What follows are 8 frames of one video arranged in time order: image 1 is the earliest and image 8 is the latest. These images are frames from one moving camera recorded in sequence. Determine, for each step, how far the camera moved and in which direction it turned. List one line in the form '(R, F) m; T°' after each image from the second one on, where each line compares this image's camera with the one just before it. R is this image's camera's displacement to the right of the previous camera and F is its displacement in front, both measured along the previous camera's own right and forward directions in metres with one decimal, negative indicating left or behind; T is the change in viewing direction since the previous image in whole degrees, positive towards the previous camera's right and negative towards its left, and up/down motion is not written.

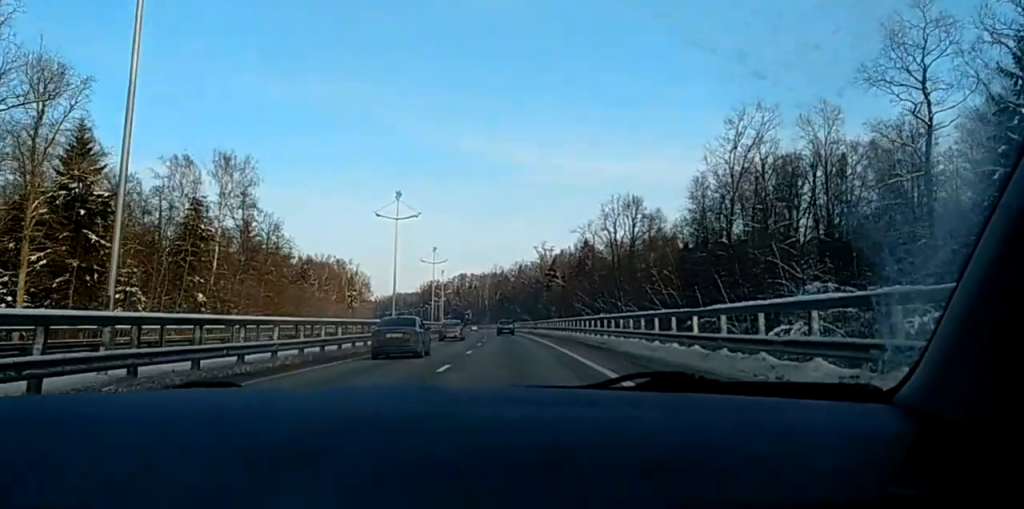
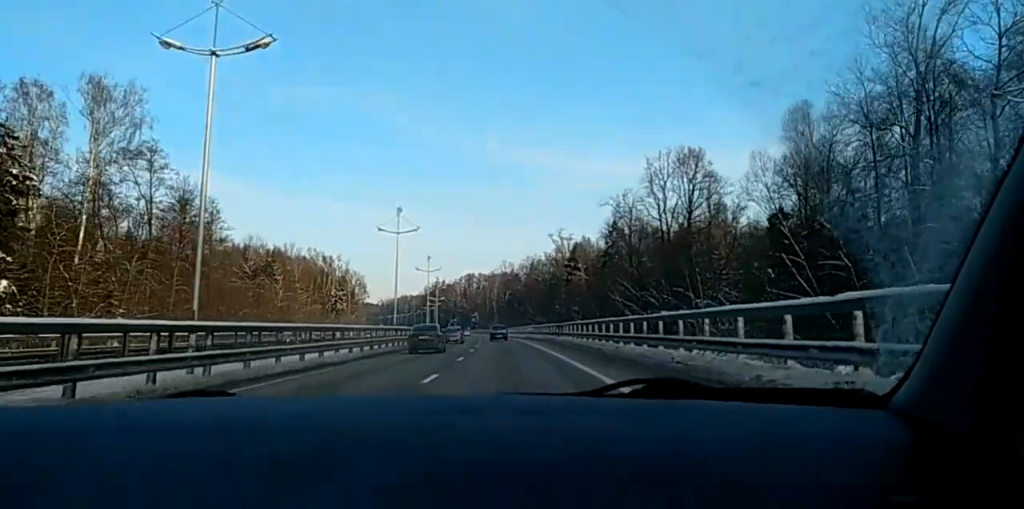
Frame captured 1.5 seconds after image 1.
(-0.5, +39.0) m; -2°
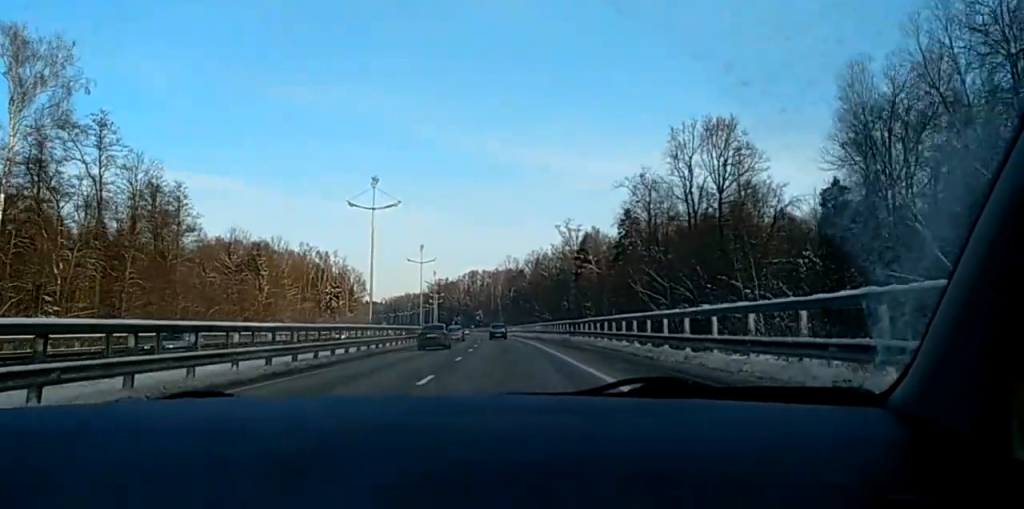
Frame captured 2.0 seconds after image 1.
(-0.1, +12.5) m; 0°
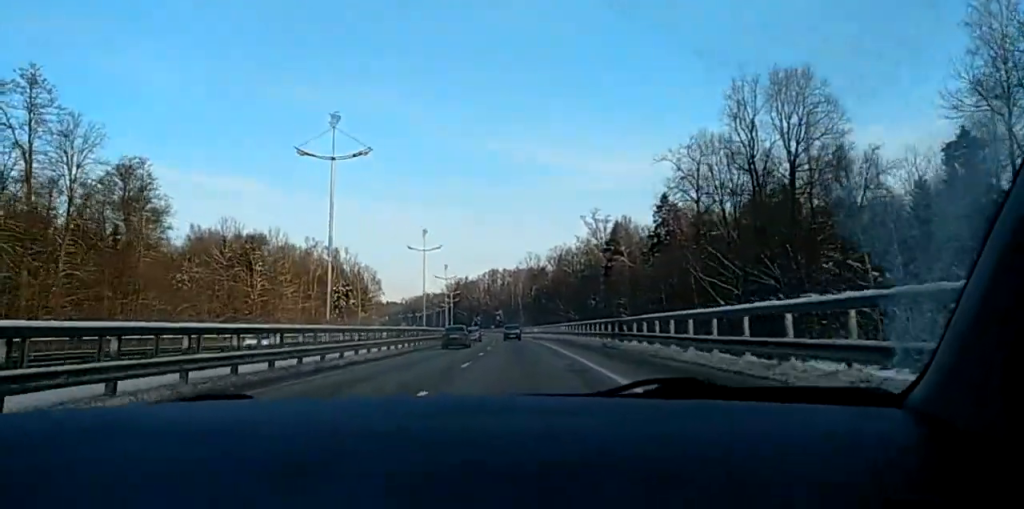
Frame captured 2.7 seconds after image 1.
(+0.1, +17.8) m; 0°
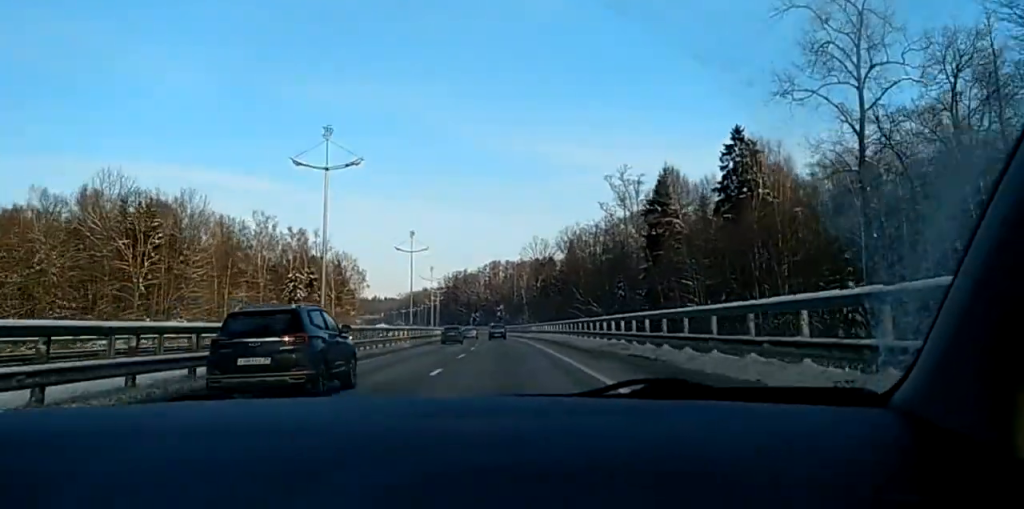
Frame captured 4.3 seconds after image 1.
(-0.4, +43.2) m; -2°
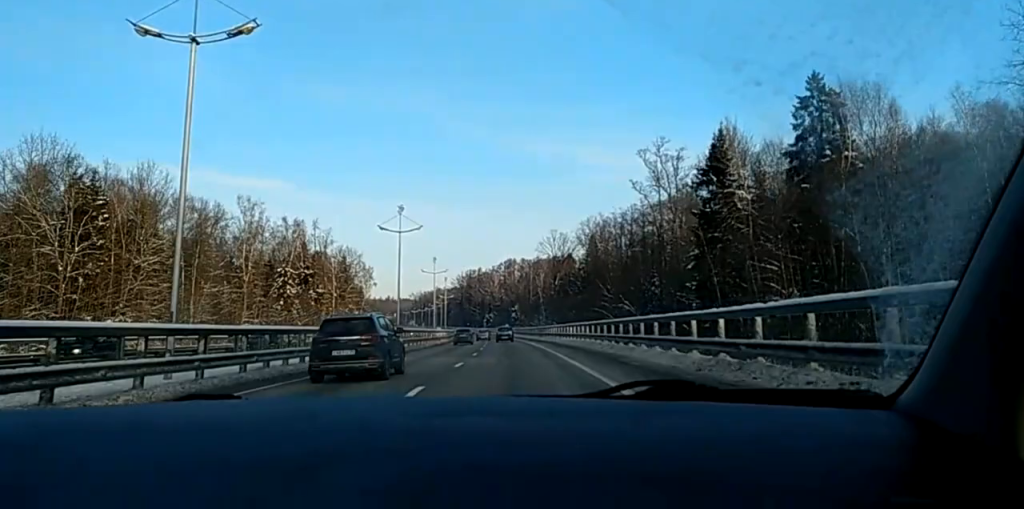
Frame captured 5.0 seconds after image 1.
(-0.2, +20.0) m; -1°
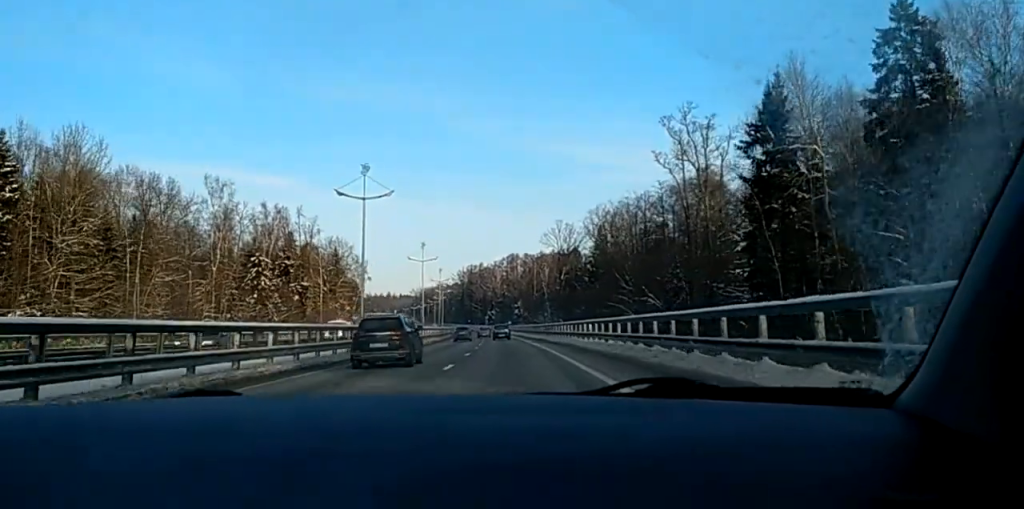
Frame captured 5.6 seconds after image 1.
(-0.1, +17.2) m; 0°
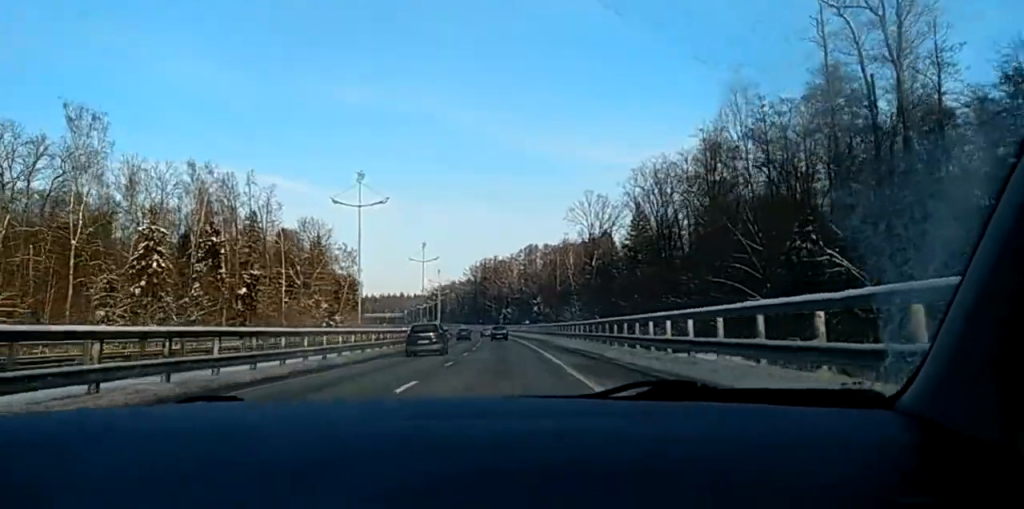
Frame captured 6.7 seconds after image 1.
(-0.1, +32.8) m; 0°
